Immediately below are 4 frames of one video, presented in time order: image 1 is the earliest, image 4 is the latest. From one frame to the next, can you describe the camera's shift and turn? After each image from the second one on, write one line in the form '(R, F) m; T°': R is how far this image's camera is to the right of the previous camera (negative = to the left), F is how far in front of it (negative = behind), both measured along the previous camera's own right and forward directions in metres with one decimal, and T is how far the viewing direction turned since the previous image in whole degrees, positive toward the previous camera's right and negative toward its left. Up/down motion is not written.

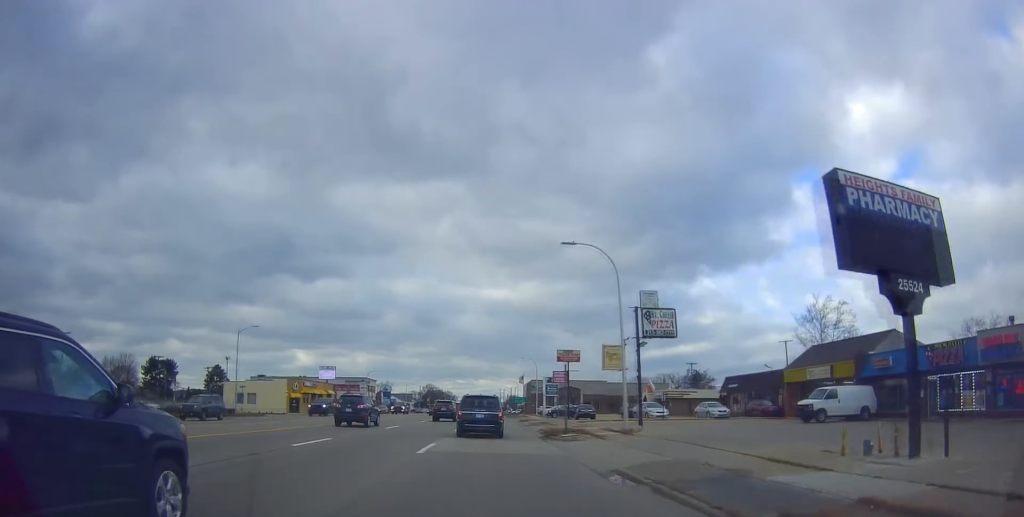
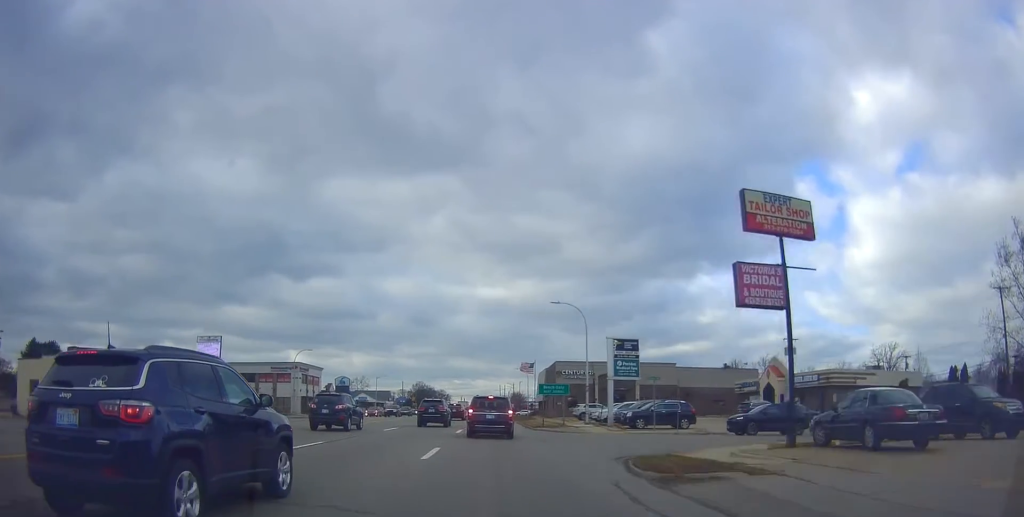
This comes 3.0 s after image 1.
(+0.2, +46.7) m; +2°
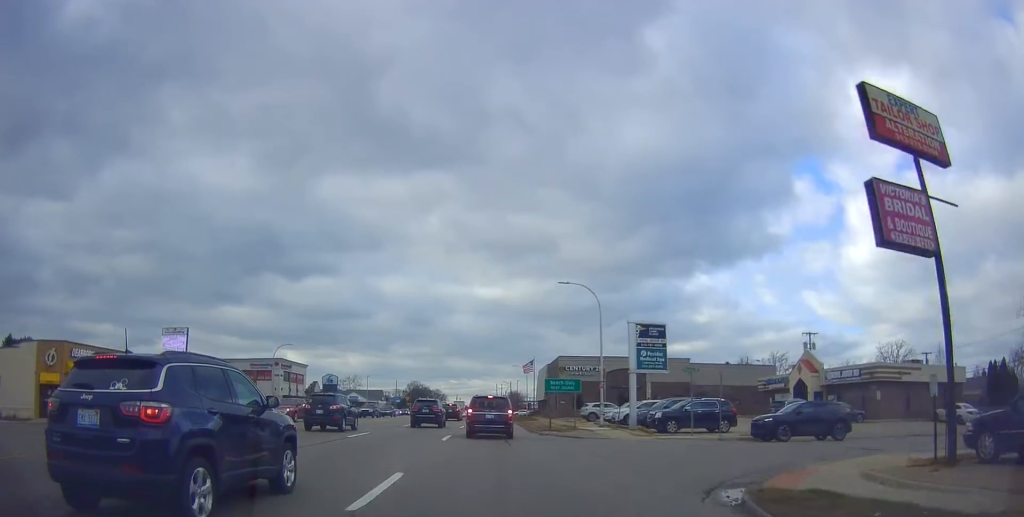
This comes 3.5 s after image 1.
(+0.1, +6.2) m; -1°
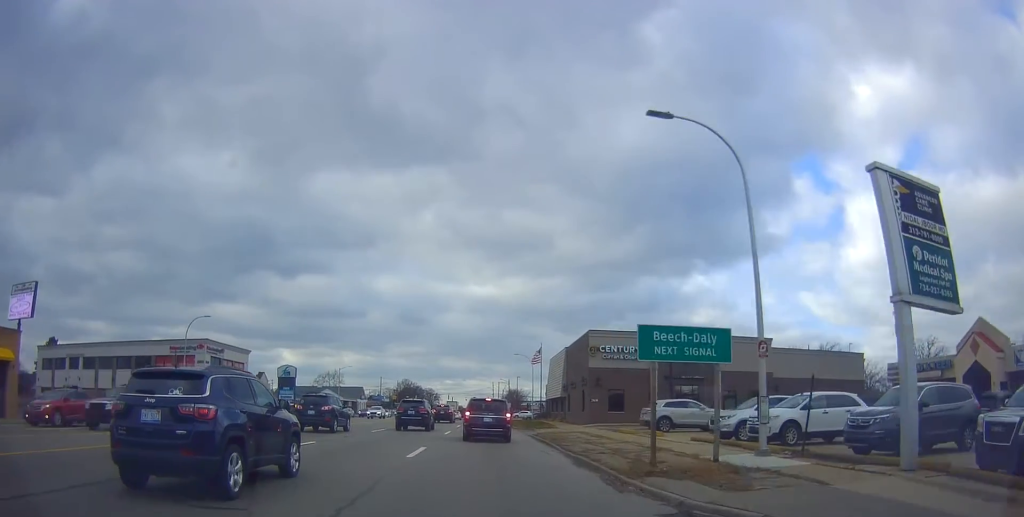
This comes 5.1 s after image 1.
(-0.4, +22.4) m; 0°
